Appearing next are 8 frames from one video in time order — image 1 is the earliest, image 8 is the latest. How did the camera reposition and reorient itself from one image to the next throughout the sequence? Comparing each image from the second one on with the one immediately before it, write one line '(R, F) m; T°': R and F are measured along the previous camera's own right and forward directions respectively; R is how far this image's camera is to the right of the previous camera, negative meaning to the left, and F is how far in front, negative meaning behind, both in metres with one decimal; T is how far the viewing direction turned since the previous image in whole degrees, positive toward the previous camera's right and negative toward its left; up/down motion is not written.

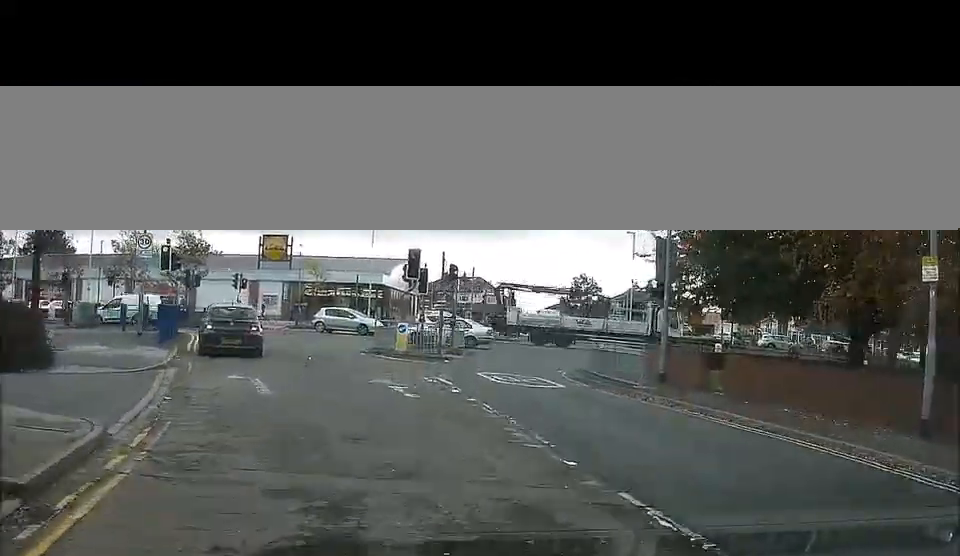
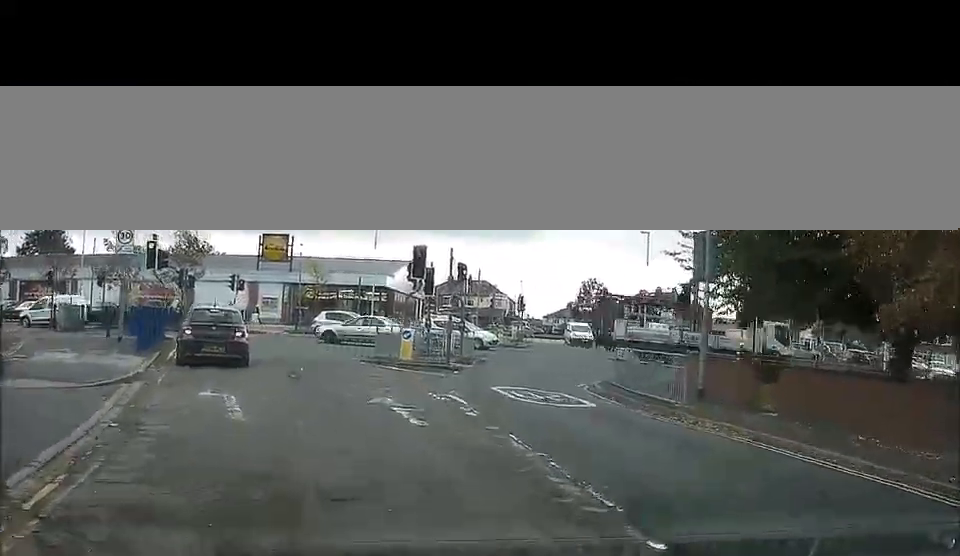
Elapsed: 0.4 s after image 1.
(0.0, +3.0) m; 0°
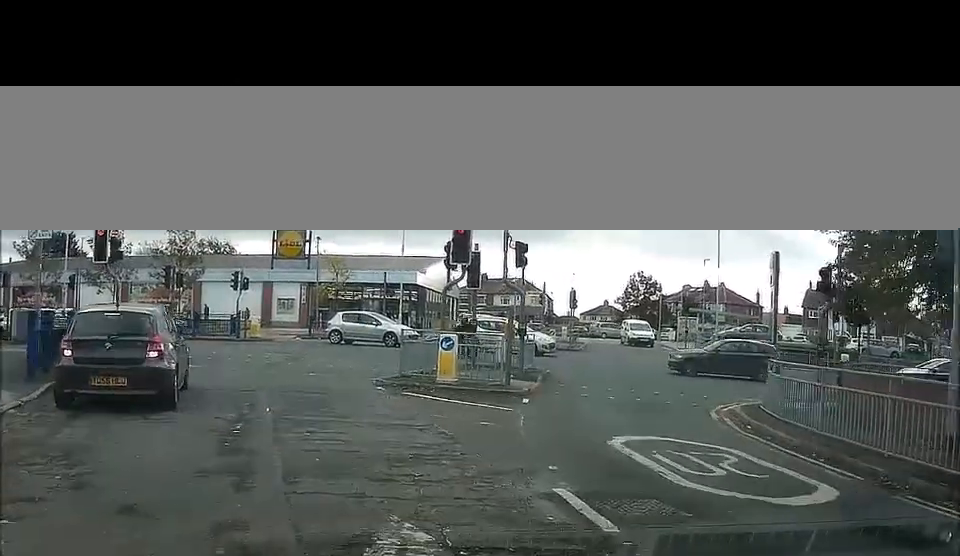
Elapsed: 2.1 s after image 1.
(0.0, +9.2) m; -1°
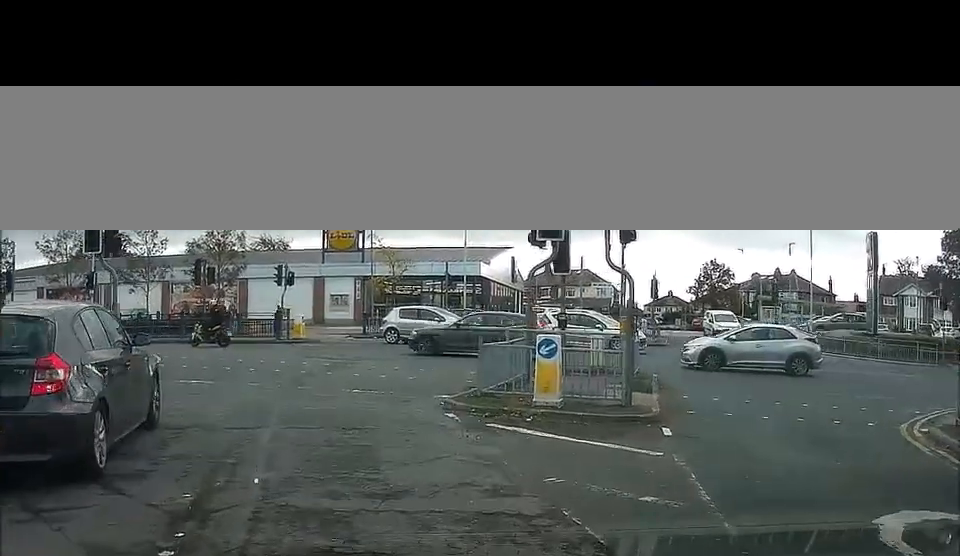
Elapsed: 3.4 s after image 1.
(-0.1, +5.6) m; +1°
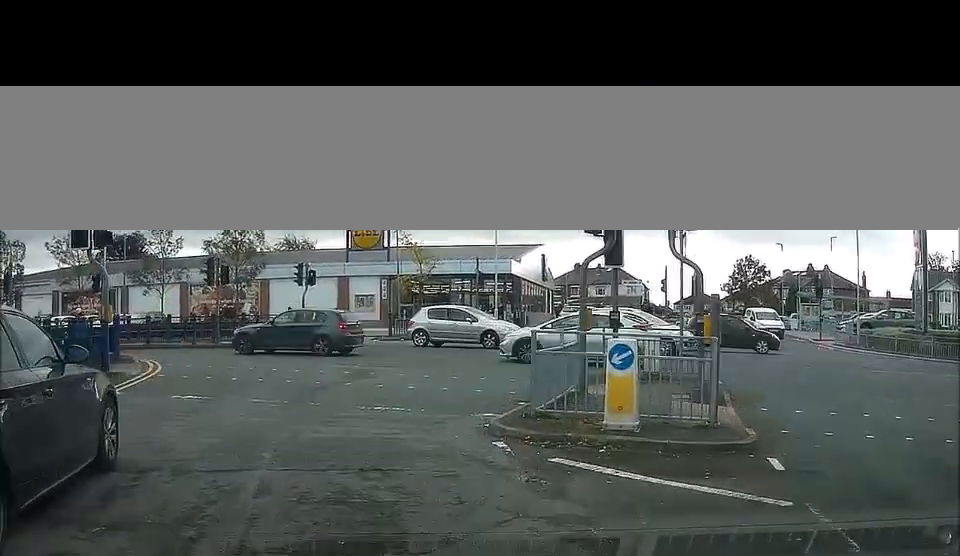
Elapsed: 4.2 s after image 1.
(+0.1, +2.4) m; +1°
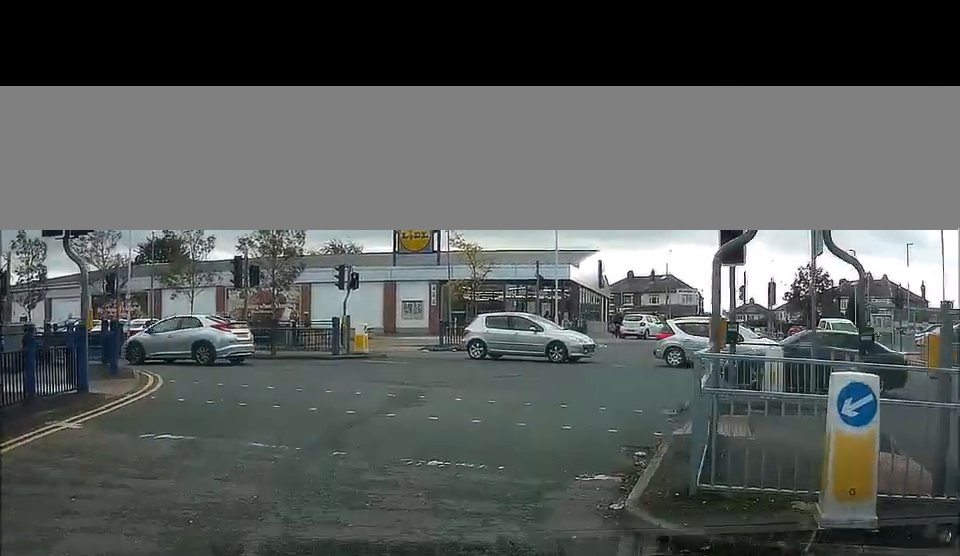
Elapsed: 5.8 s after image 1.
(-0.1, +3.9) m; -5°
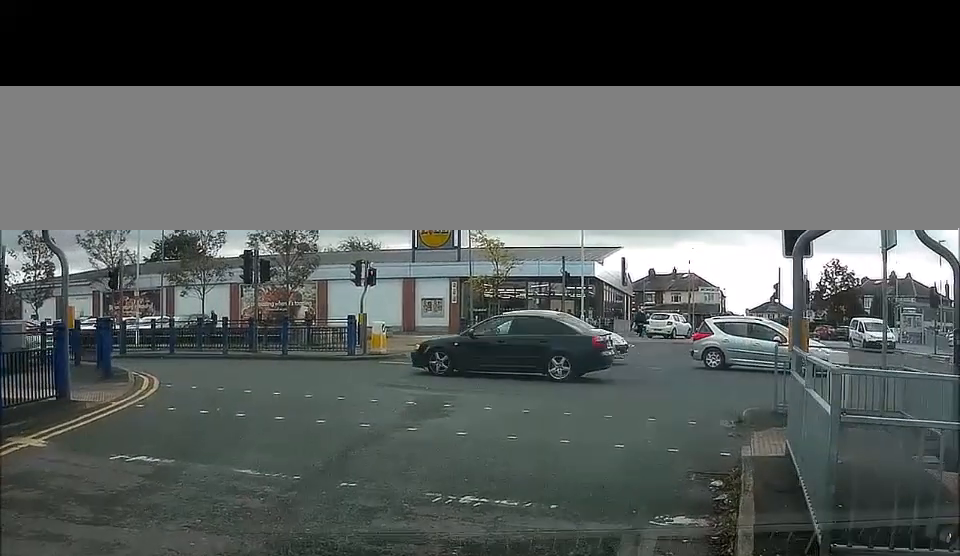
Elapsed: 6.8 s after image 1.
(-0.1, +1.5) m; 0°
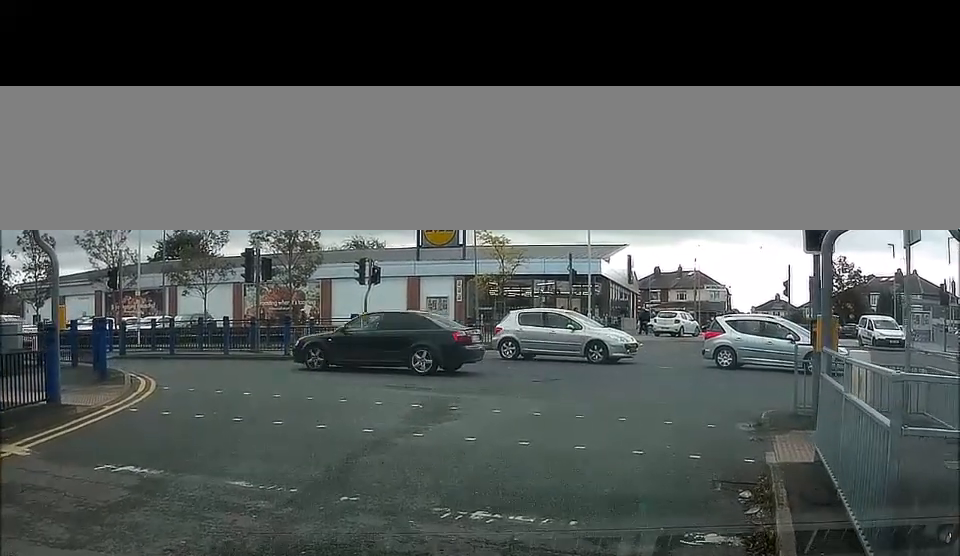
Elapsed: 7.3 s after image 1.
(-0.1, +0.4) m; 0°
